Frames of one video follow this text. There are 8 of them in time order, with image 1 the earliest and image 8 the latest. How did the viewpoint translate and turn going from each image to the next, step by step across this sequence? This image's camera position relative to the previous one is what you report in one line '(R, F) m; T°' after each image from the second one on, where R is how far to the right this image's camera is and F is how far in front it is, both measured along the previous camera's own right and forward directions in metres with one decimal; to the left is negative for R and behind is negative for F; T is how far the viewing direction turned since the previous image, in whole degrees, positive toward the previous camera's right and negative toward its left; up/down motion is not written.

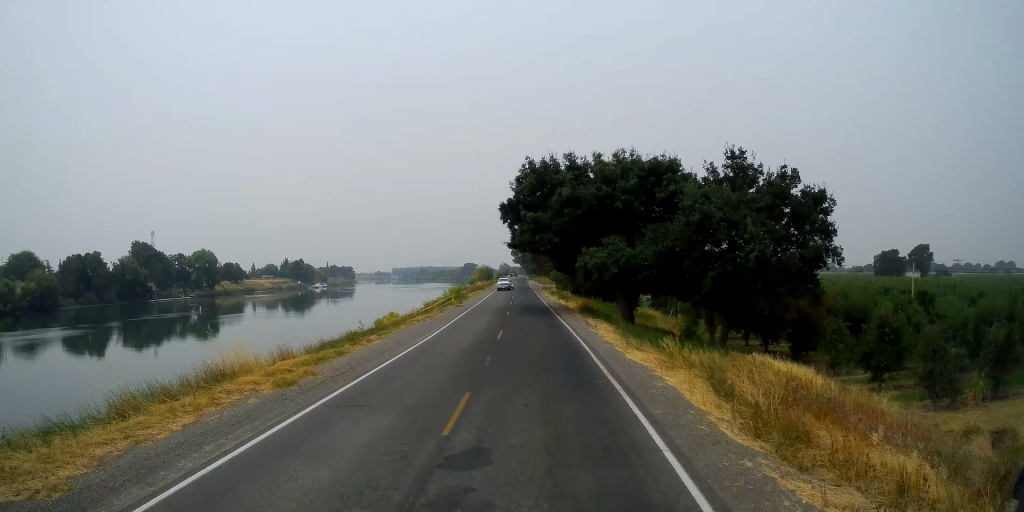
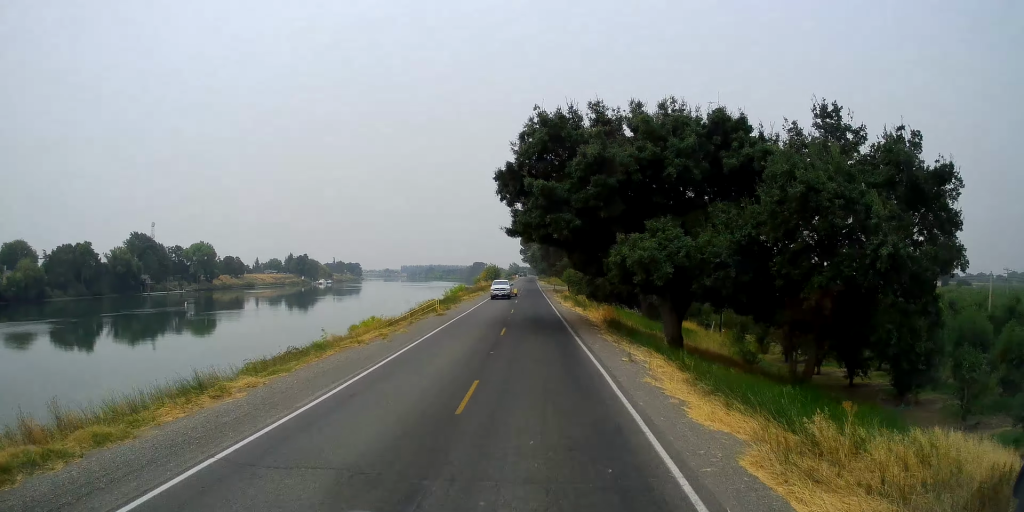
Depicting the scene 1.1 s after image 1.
(-0.2, +14.0) m; -3°
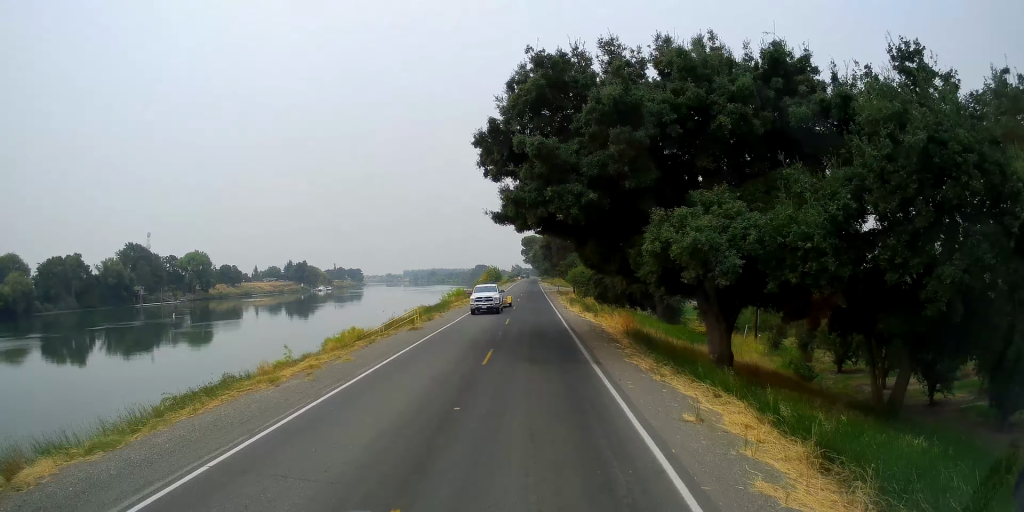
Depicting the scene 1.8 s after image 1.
(-0.4, +8.5) m; -2°
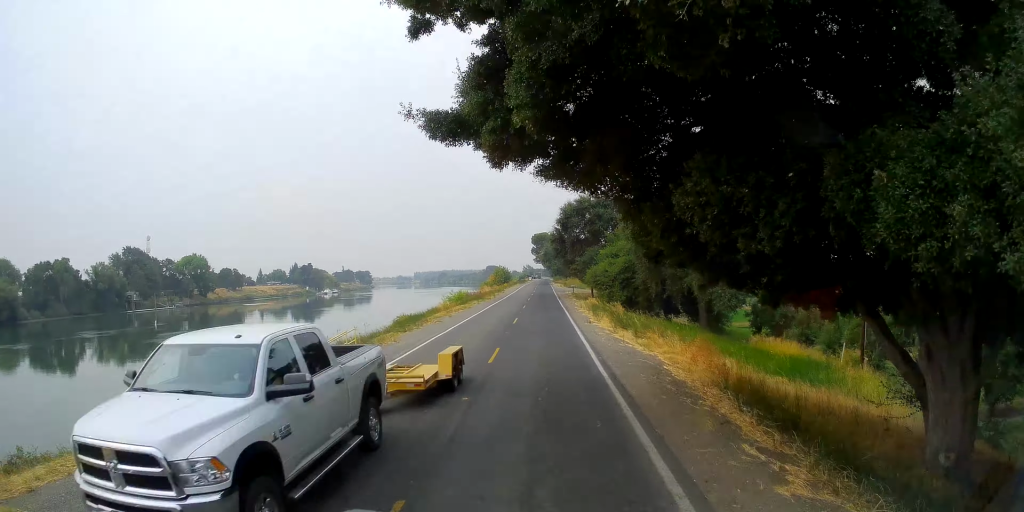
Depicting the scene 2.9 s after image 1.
(-0.1, +14.7) m; +1°
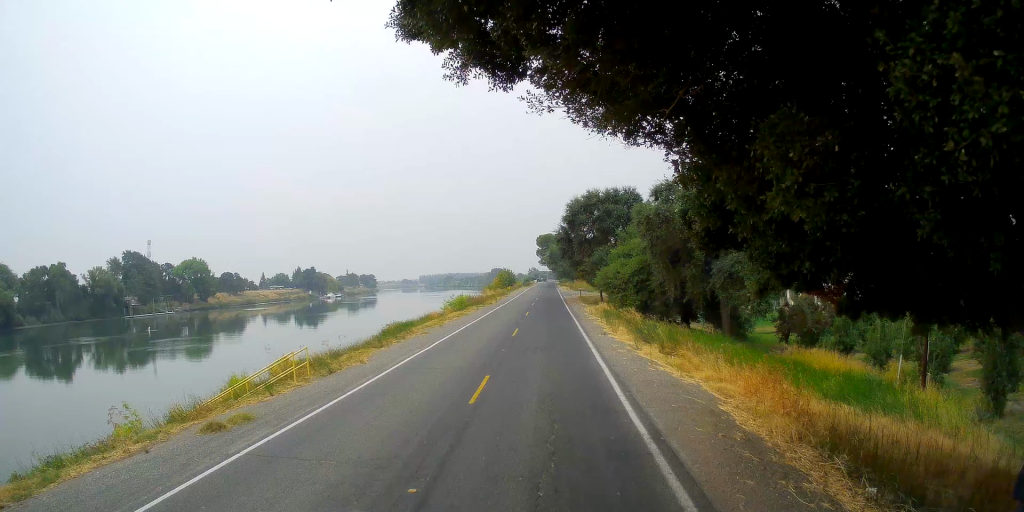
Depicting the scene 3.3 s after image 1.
(+0.1, +5.3) m; 0°
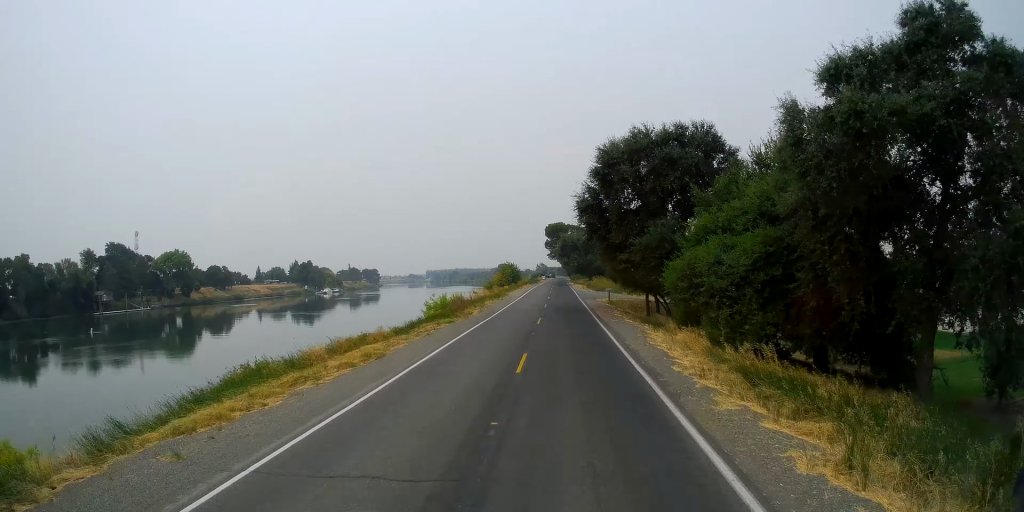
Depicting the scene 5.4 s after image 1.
(-0.3, +26.9) m; -1°
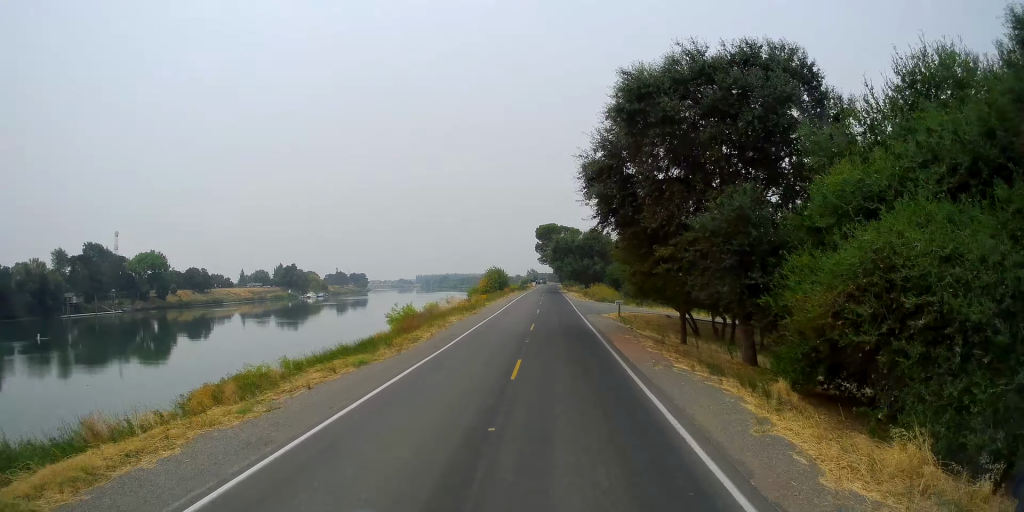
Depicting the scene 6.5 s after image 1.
(+0.2, +14.9) m; 0°
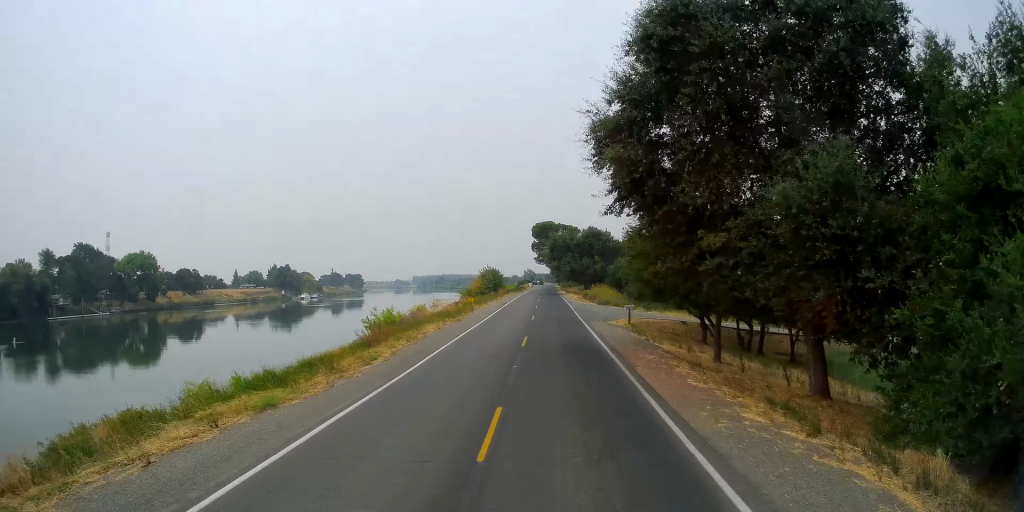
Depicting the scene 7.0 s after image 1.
(+0.1, +6.7) m; -1°
